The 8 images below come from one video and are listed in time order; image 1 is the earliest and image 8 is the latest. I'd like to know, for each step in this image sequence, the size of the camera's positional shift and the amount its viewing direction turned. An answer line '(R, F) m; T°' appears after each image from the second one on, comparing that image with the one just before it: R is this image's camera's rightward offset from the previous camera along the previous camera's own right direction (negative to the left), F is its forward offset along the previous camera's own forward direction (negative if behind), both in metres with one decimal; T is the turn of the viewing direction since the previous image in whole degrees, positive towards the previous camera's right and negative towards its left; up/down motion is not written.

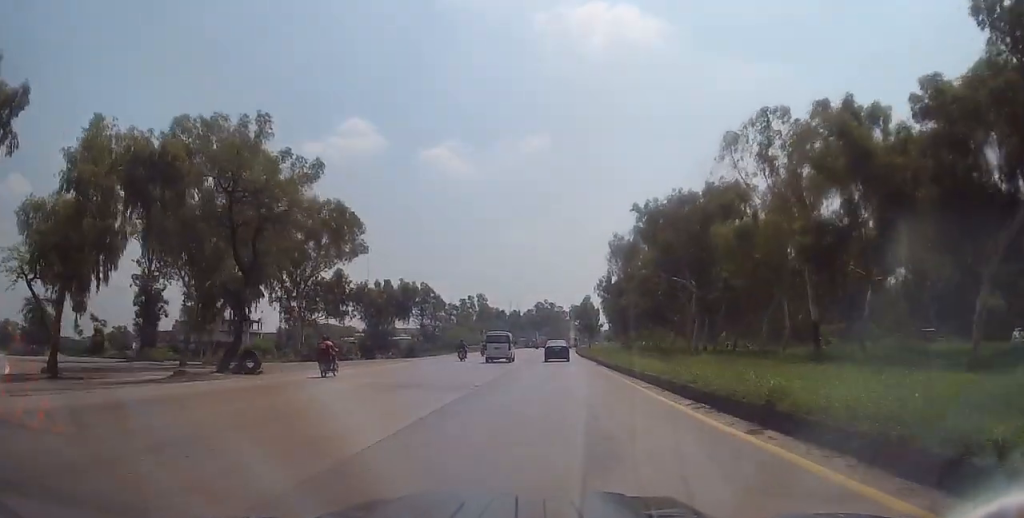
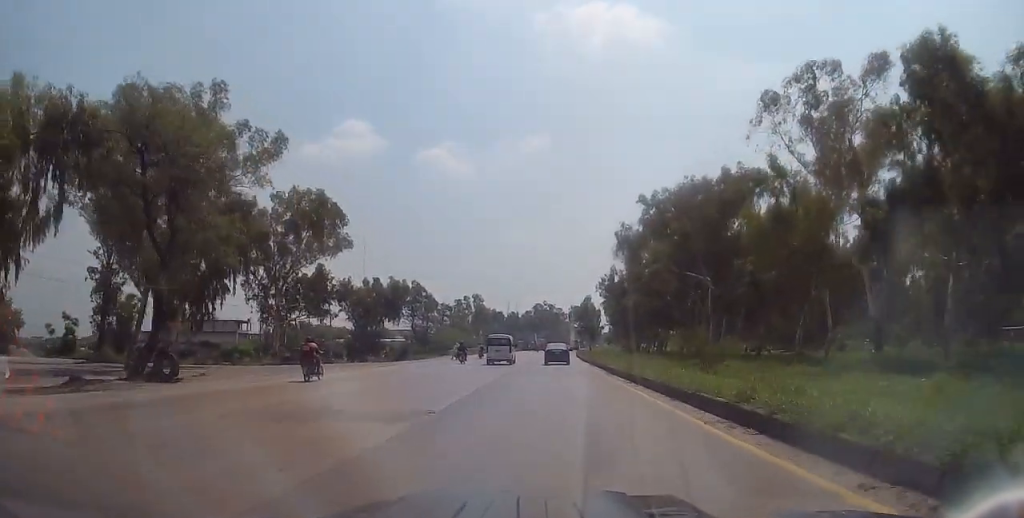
(-0.4, +6.6) m; -1°
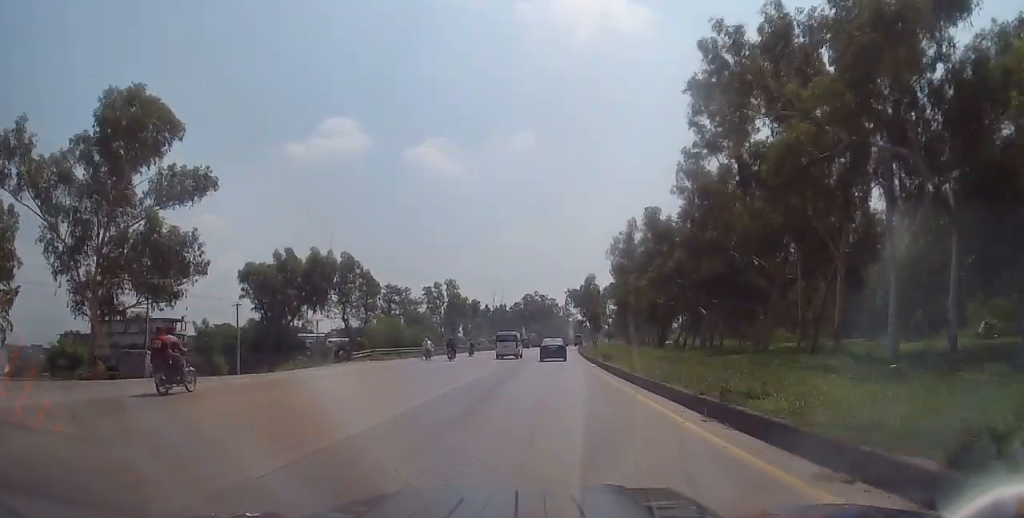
(+0.6, +32.7) m; +1°
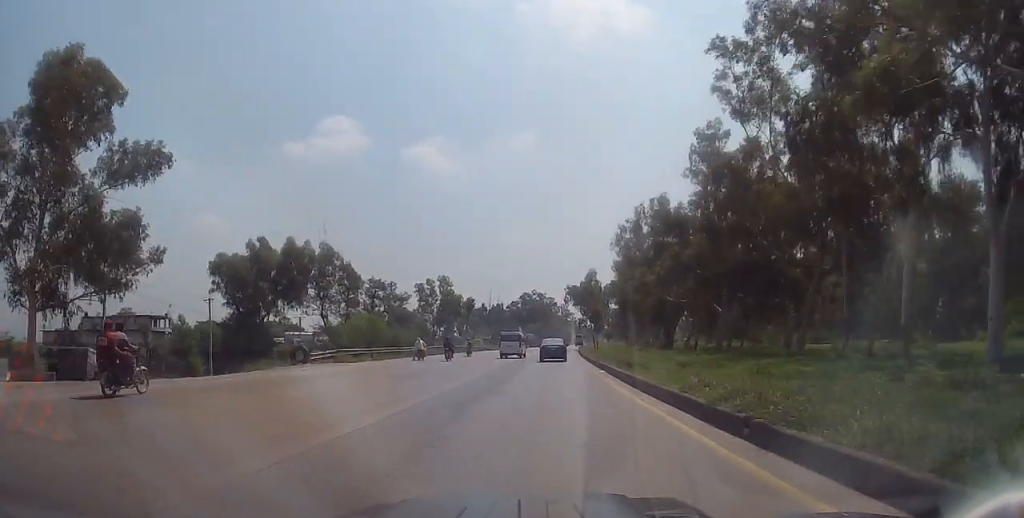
(0.0, +6.7) m; +1°
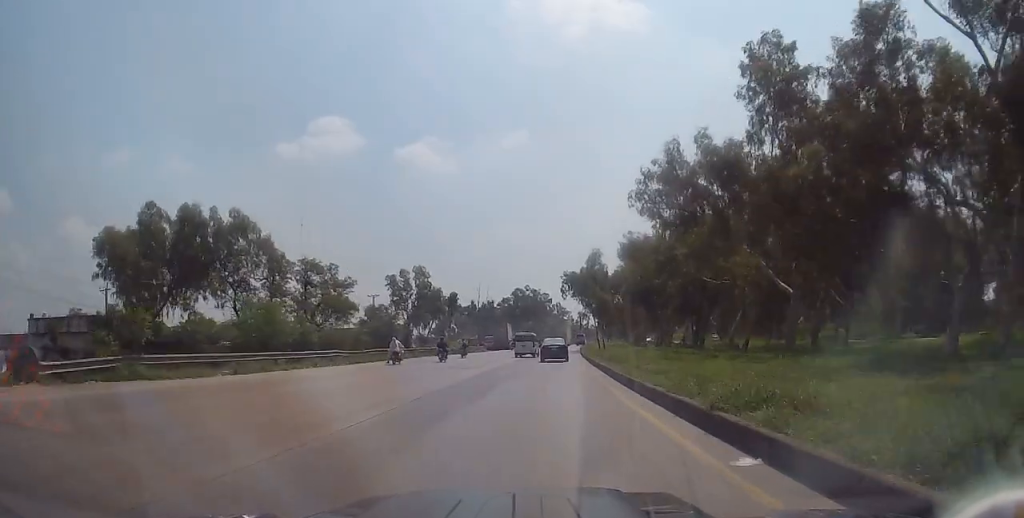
(+0.4, +19.1) m; +1°
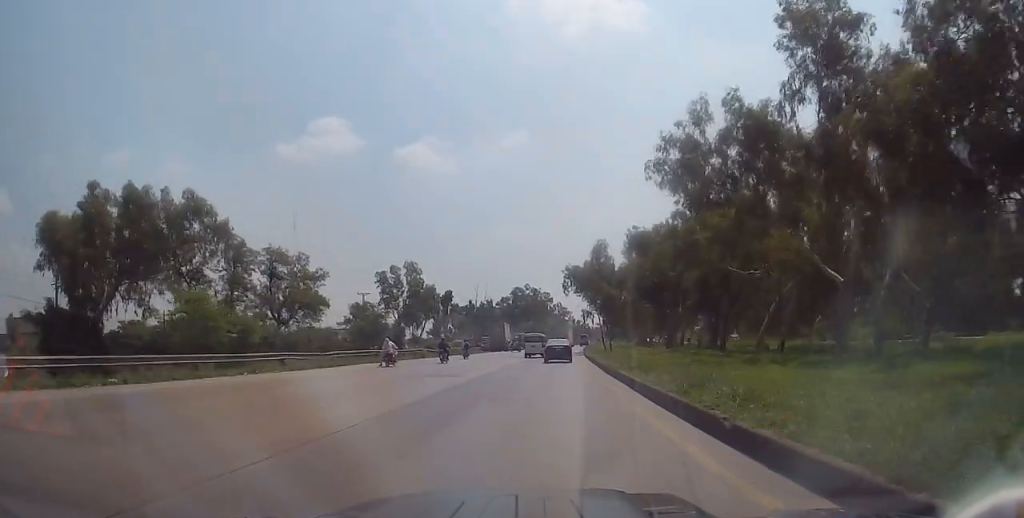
(+0.3, +7.2) m; 0°
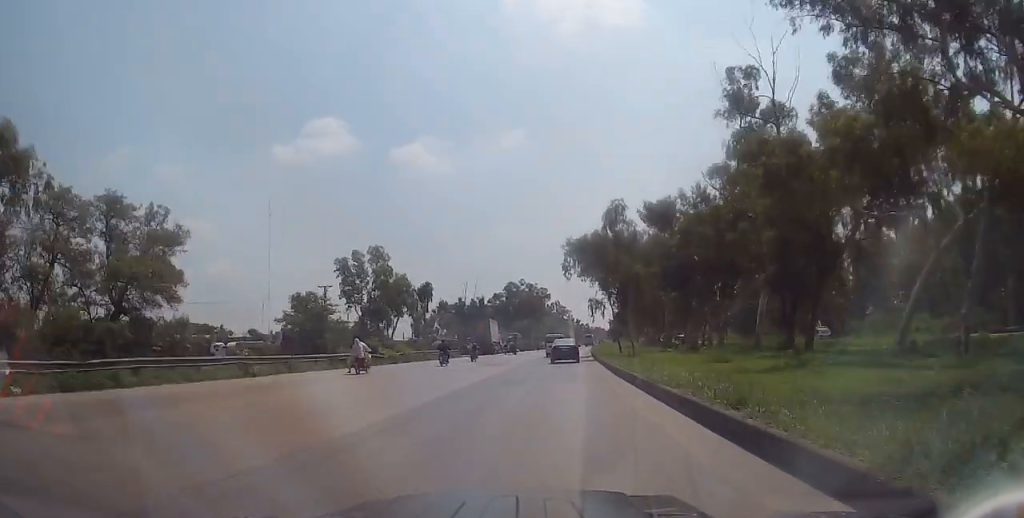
(-0.7, +19.3) m; -1°
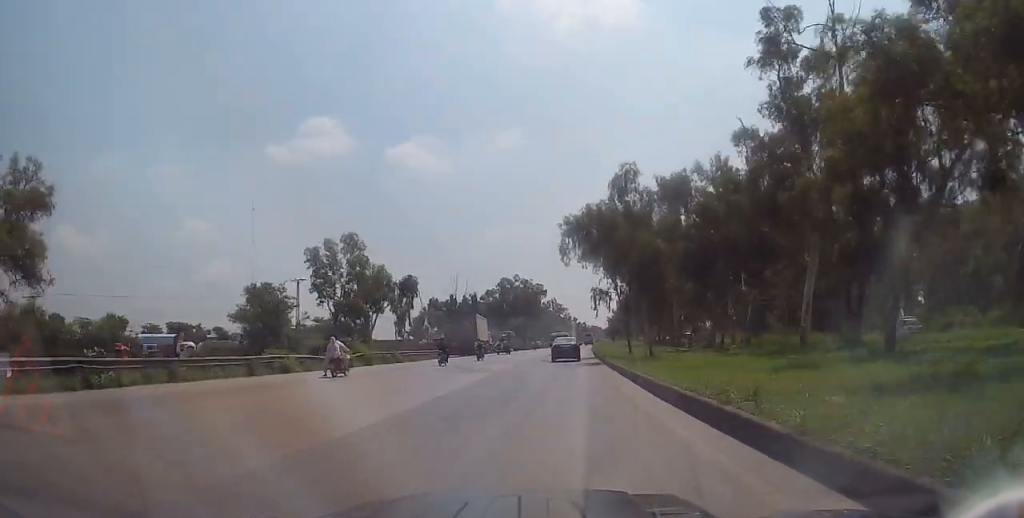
(0.0, +9.5) m; +1°
